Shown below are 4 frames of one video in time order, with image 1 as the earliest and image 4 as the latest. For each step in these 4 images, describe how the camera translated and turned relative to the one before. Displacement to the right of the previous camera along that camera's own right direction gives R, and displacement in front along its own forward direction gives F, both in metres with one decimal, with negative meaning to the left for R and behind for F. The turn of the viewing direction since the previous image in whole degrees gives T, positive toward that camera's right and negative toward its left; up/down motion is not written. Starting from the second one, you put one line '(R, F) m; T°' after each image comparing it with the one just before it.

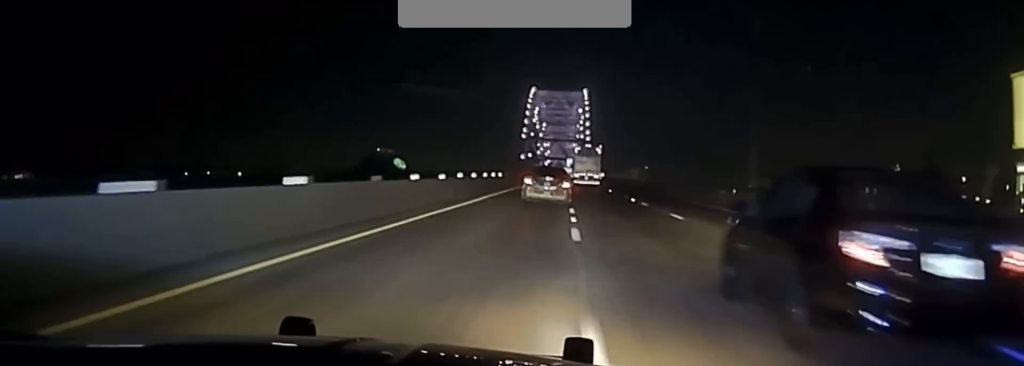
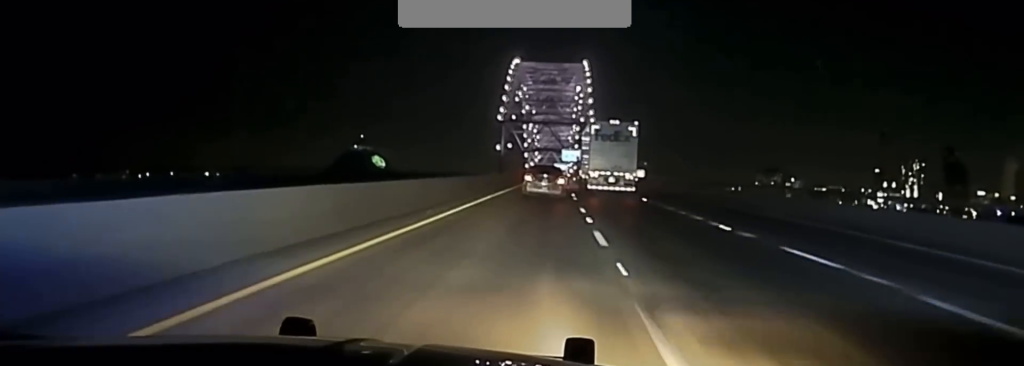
(+1.2, +130.9) m; +1°
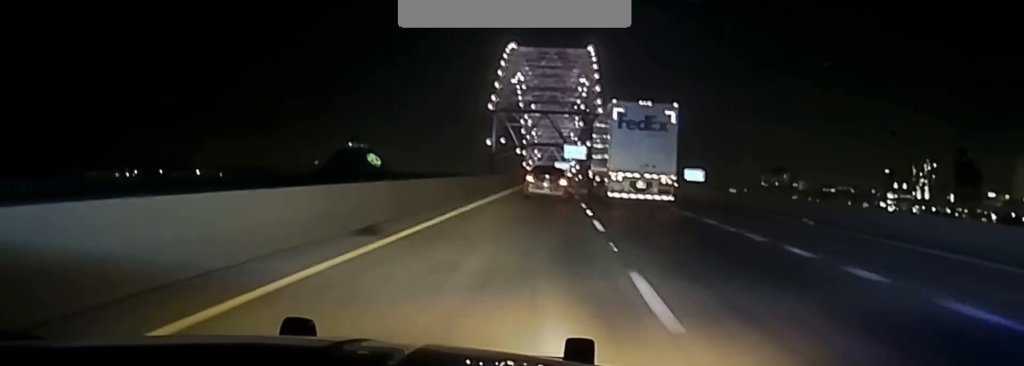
(0.0, +40.9) m; 0°
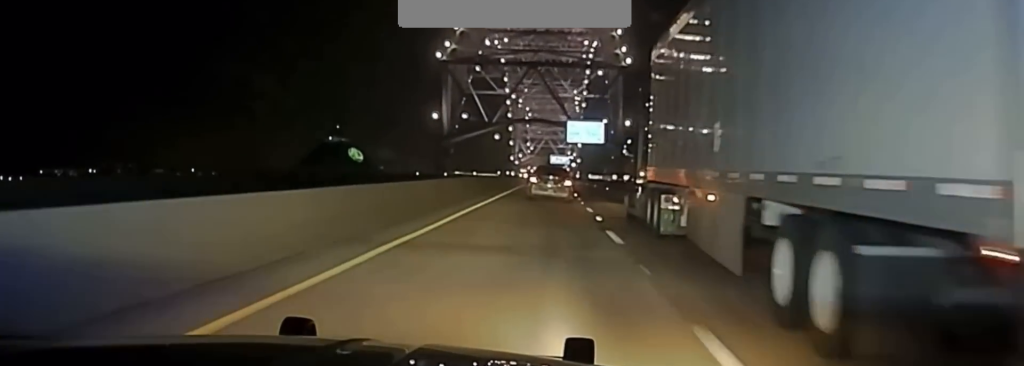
(-0.4, +97.6) m; -1°
